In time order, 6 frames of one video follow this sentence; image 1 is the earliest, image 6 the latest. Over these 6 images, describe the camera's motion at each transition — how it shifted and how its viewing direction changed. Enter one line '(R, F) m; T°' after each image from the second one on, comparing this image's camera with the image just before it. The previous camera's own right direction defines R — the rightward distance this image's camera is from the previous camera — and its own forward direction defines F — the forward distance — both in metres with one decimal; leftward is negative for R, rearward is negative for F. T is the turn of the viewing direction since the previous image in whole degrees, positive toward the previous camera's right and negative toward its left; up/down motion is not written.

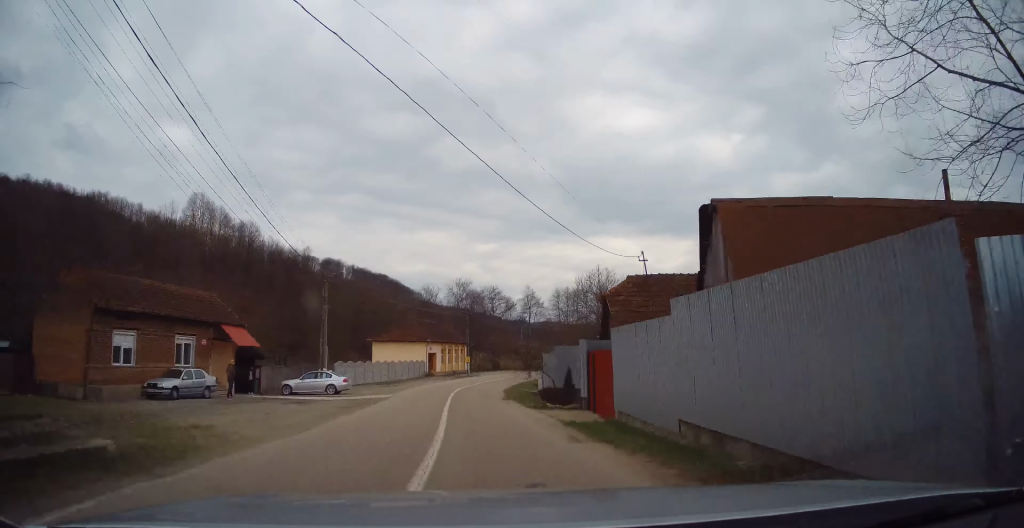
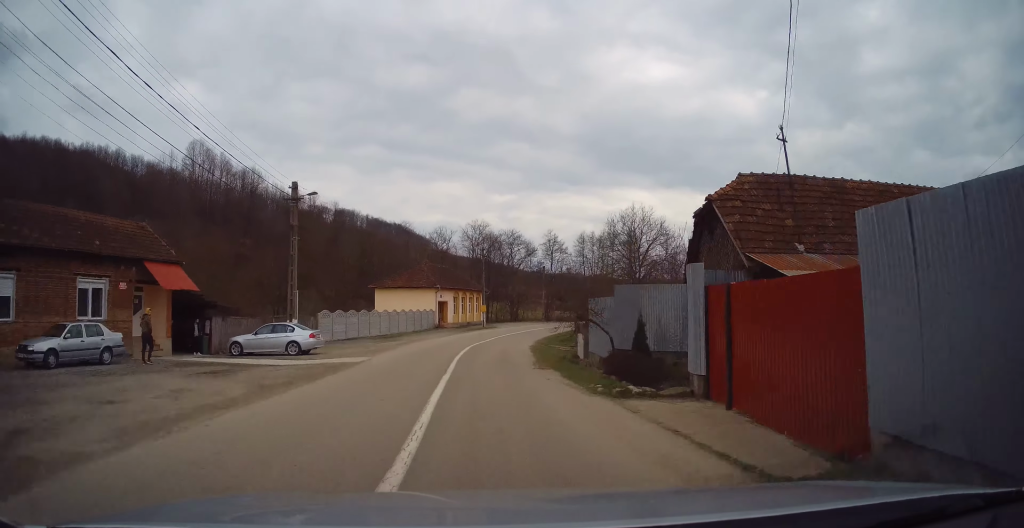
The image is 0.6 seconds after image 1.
(-0.4, +9.5) m; -1°
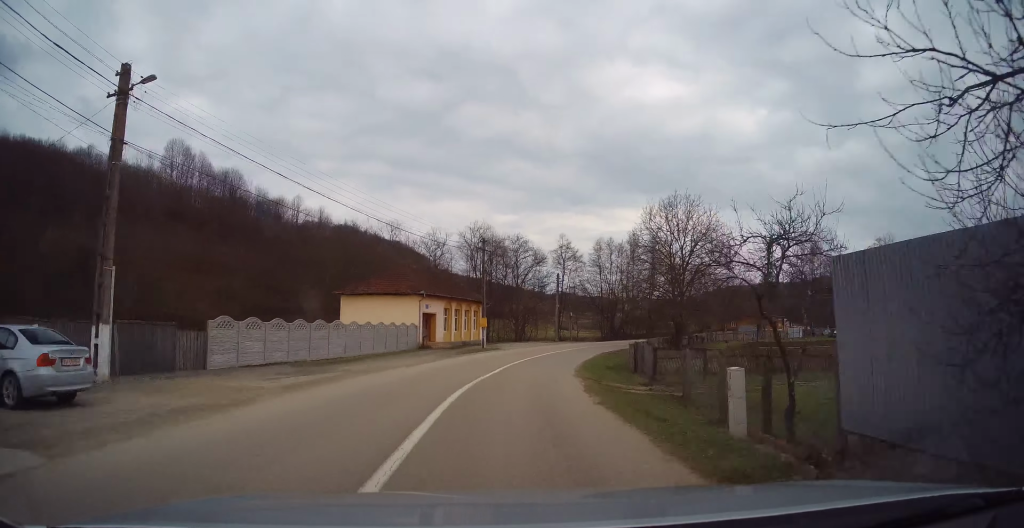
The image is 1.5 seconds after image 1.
(-0.1, +15.6) m; +2°
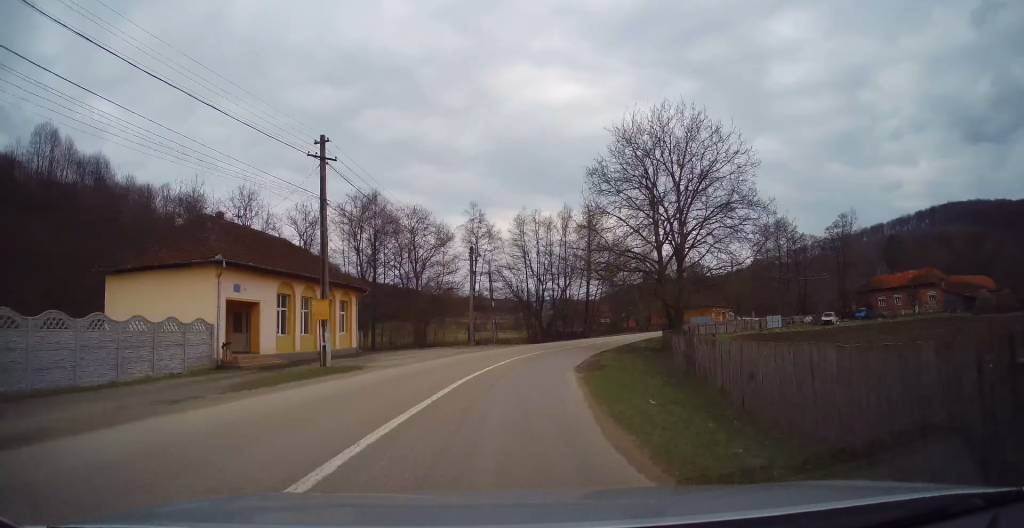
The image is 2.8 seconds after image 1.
(+1.1, +21.4) m; +8°
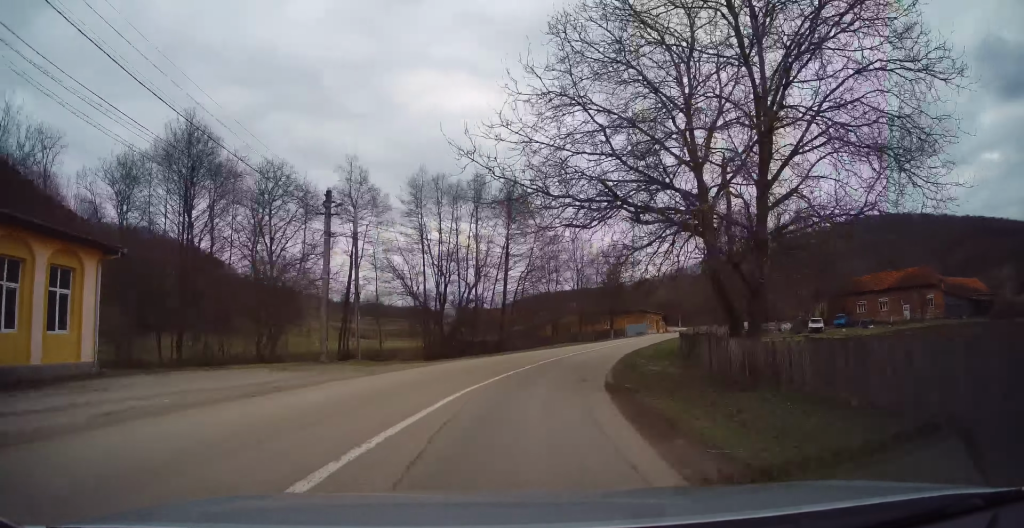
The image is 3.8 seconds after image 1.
(+1.3, +18.3) m; +10°
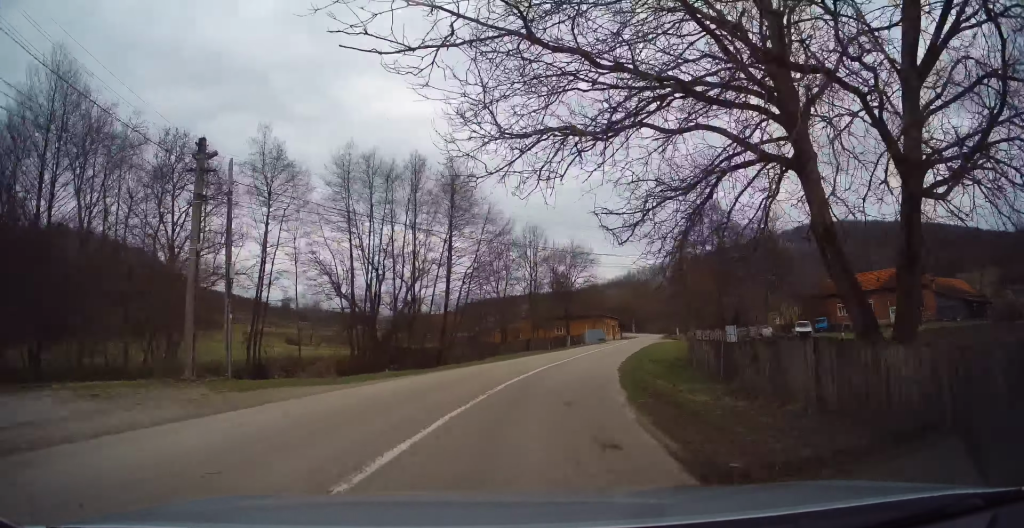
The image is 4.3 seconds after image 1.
(+0.5, +8.0) m; +5°
